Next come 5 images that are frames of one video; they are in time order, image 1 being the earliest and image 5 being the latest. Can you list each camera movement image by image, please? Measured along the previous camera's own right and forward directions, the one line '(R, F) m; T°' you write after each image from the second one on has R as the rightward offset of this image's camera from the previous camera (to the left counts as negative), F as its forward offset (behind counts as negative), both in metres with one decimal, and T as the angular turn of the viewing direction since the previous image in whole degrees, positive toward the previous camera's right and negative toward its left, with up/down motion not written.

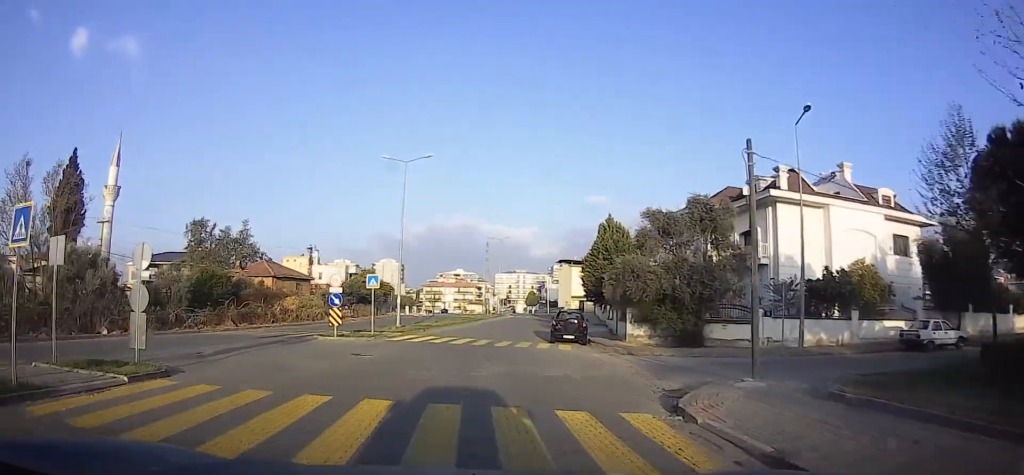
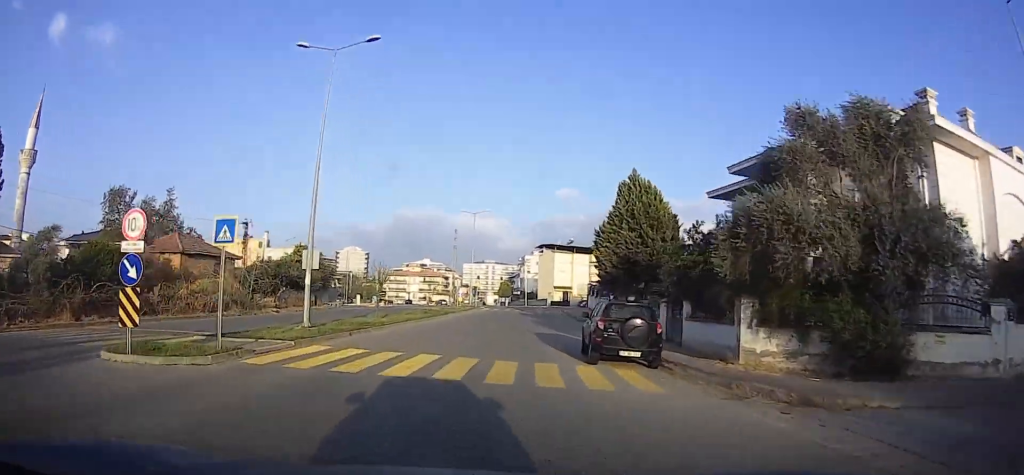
(+0.9, +13.1) m; +7°
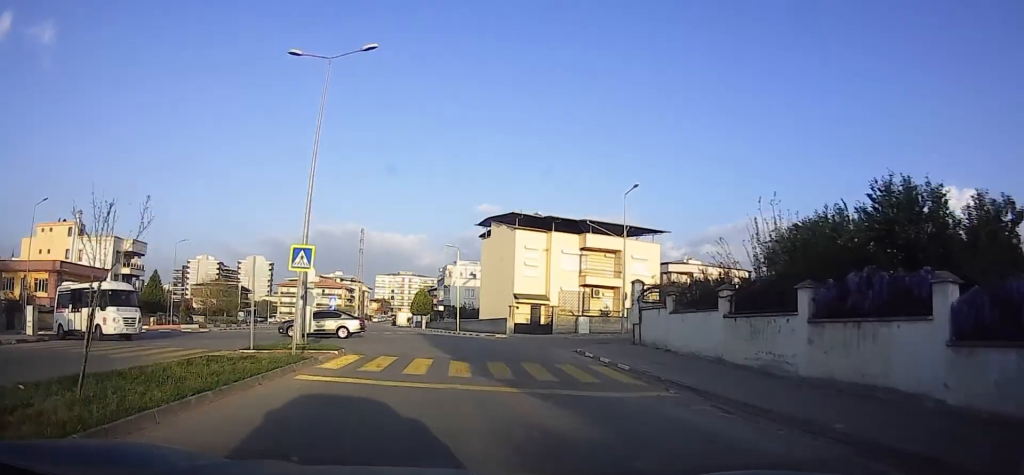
(+3.4, +39.9) m; +7°
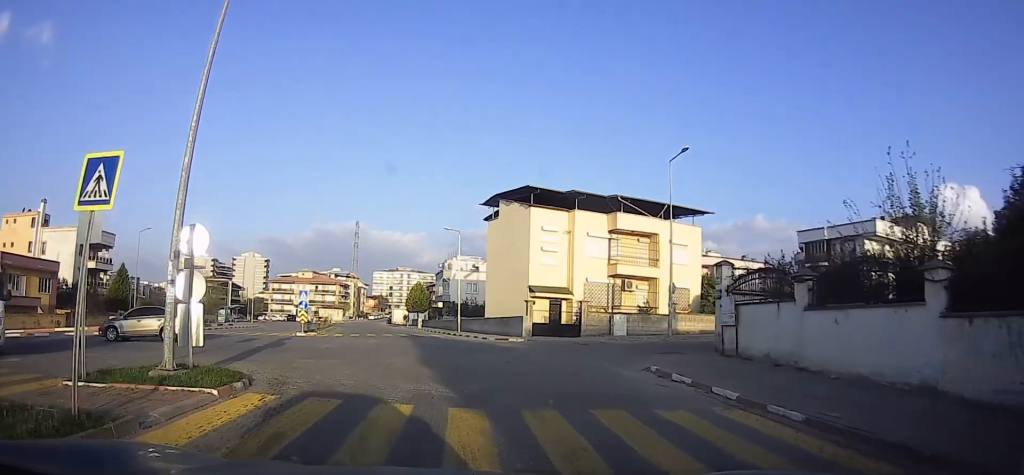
(+0.1, +8.5) m; 0°
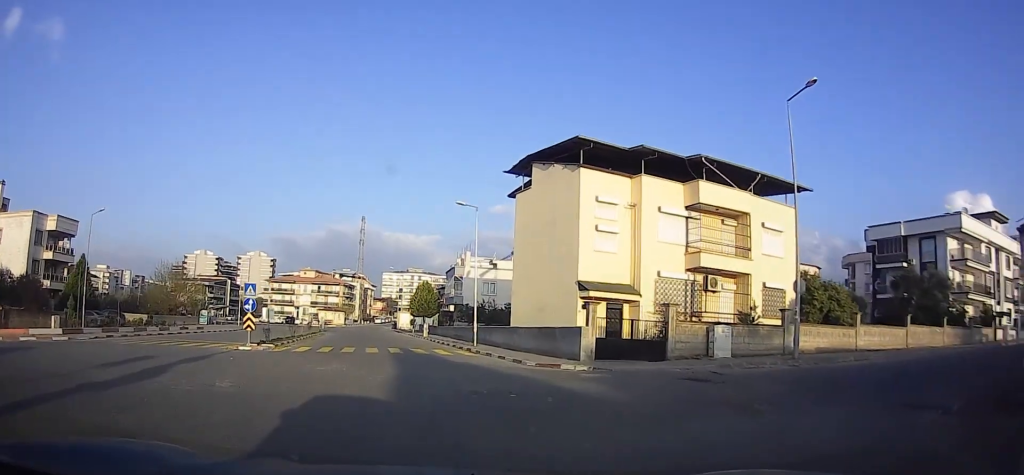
(-0.4, +11.2) m; -6°
